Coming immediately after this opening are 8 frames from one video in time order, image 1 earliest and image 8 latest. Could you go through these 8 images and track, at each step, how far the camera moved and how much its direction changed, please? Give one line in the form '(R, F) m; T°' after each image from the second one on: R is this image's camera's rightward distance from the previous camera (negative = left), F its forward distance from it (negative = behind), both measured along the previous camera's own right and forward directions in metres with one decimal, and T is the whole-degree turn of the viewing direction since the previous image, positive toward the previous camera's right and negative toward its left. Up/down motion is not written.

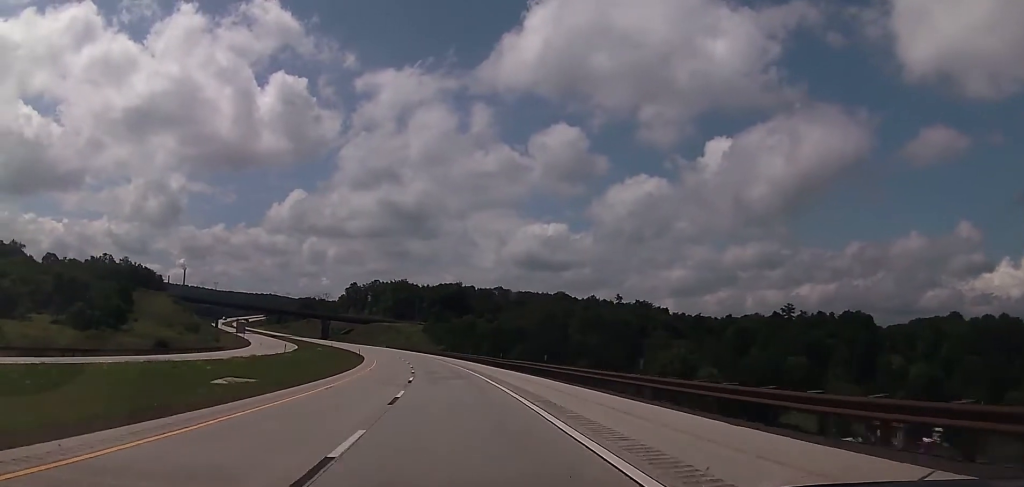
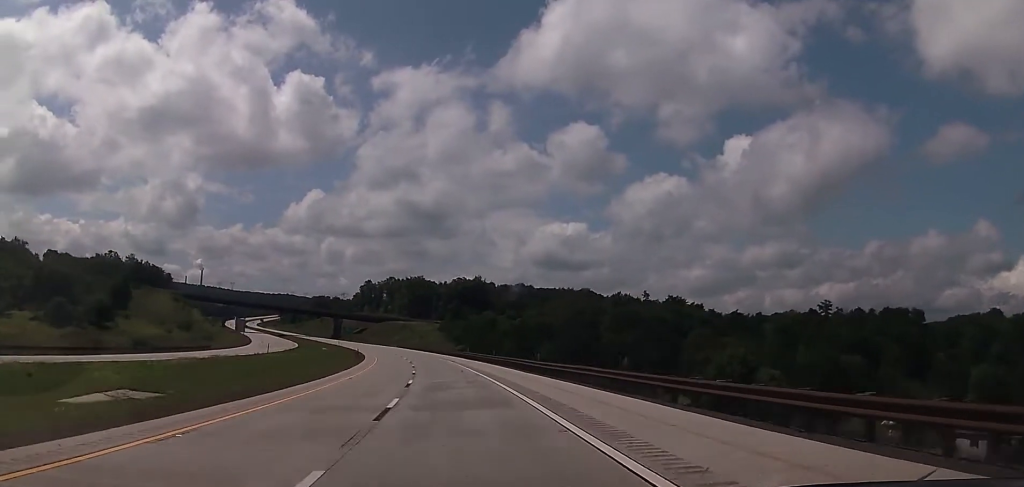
(-0.2, +16.4) m; -1°
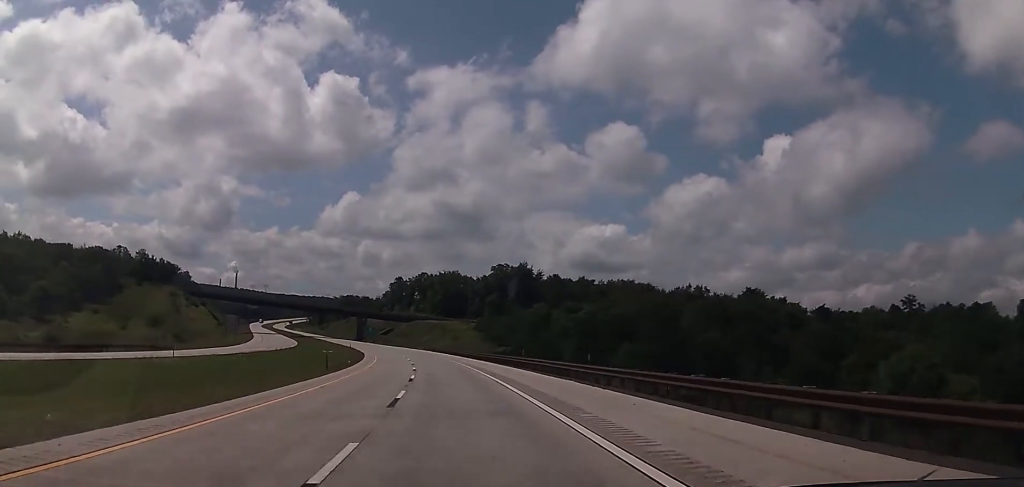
(-0.6, +33.9) m; -3°
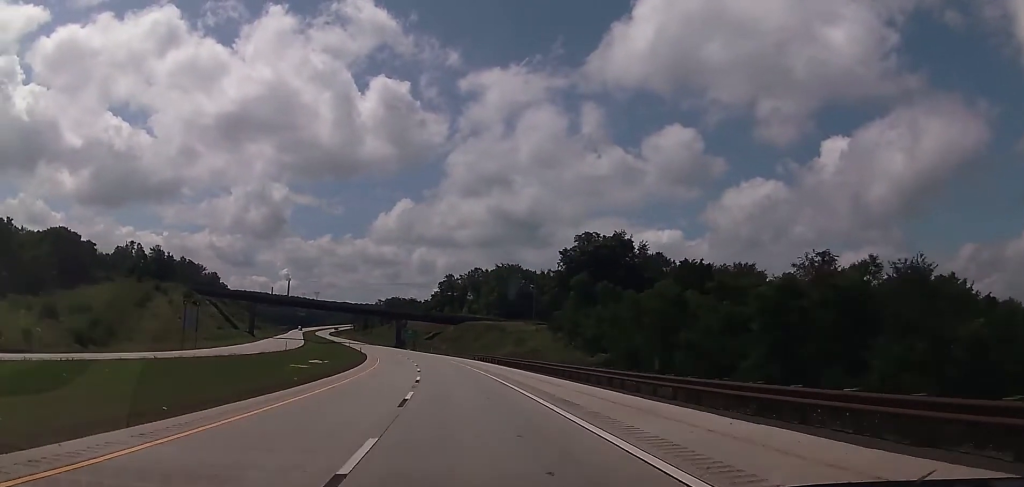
(-2.5, +48.0) m; -5°
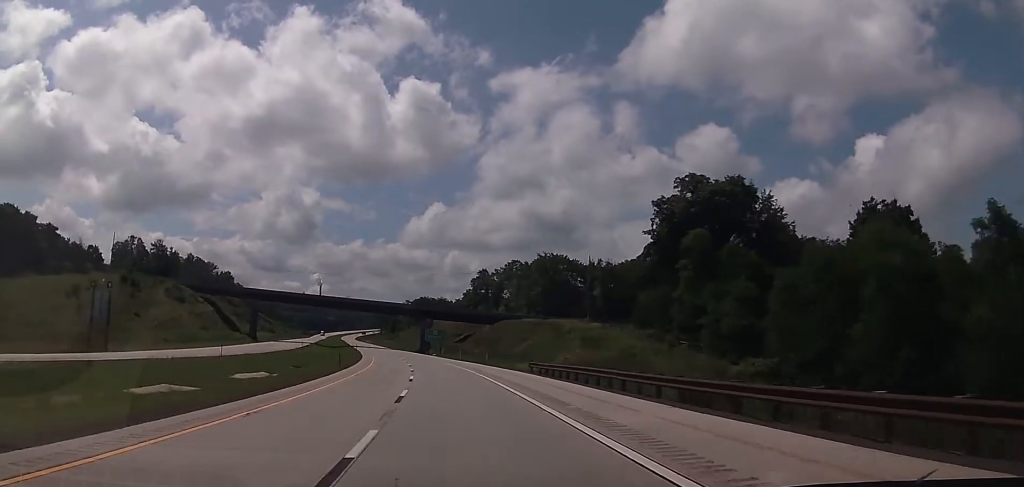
(-1.0, +35.1) m; -3°
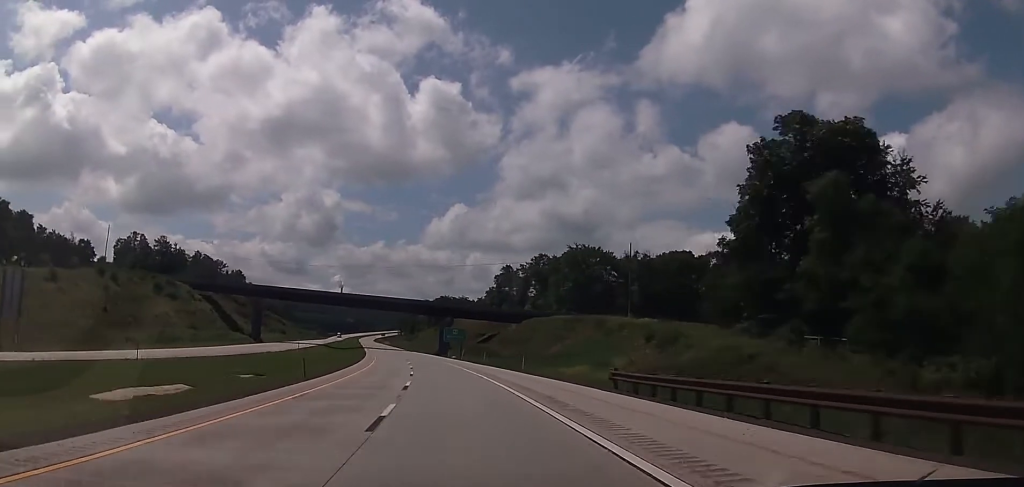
(0.0, +18.7) m; -2°
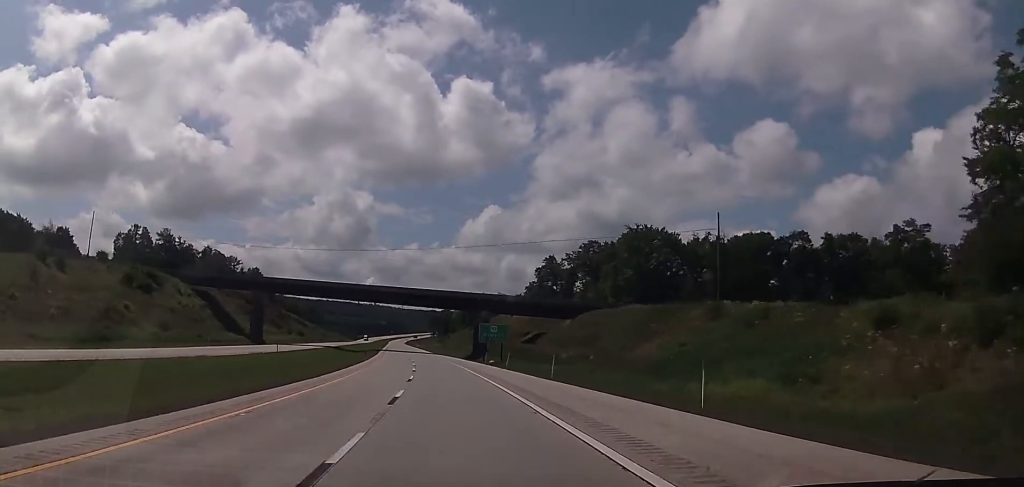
(-0.9, +30.7) m; -3°
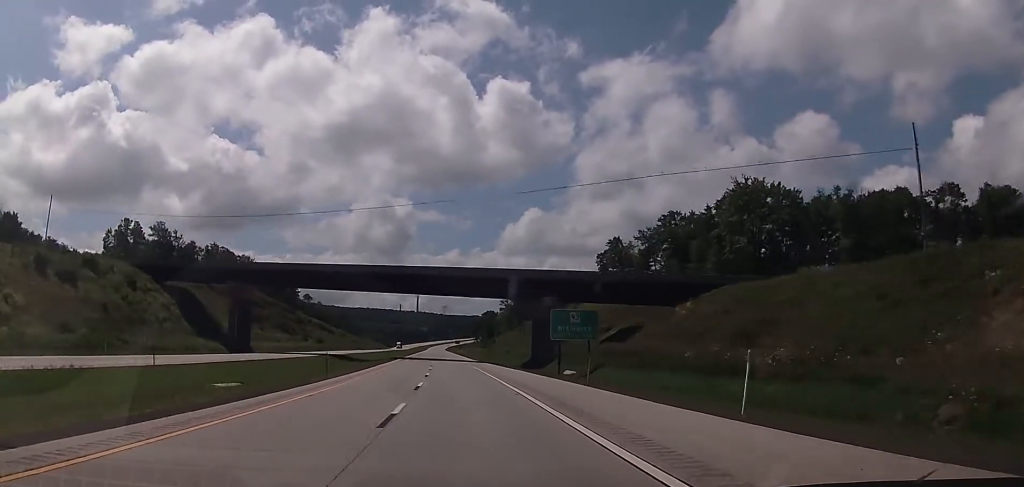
(-1.2, +41.6) m; -3°
